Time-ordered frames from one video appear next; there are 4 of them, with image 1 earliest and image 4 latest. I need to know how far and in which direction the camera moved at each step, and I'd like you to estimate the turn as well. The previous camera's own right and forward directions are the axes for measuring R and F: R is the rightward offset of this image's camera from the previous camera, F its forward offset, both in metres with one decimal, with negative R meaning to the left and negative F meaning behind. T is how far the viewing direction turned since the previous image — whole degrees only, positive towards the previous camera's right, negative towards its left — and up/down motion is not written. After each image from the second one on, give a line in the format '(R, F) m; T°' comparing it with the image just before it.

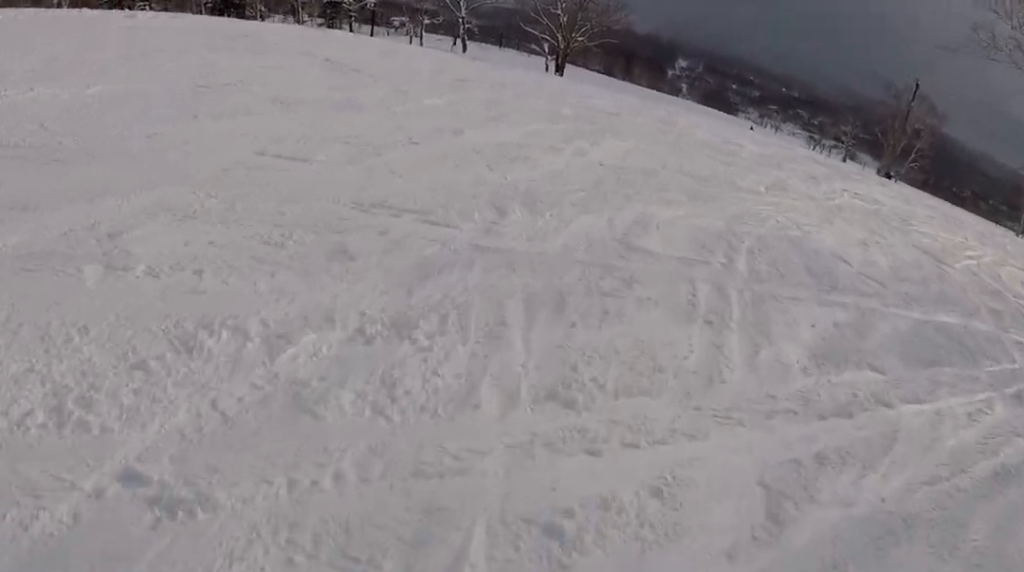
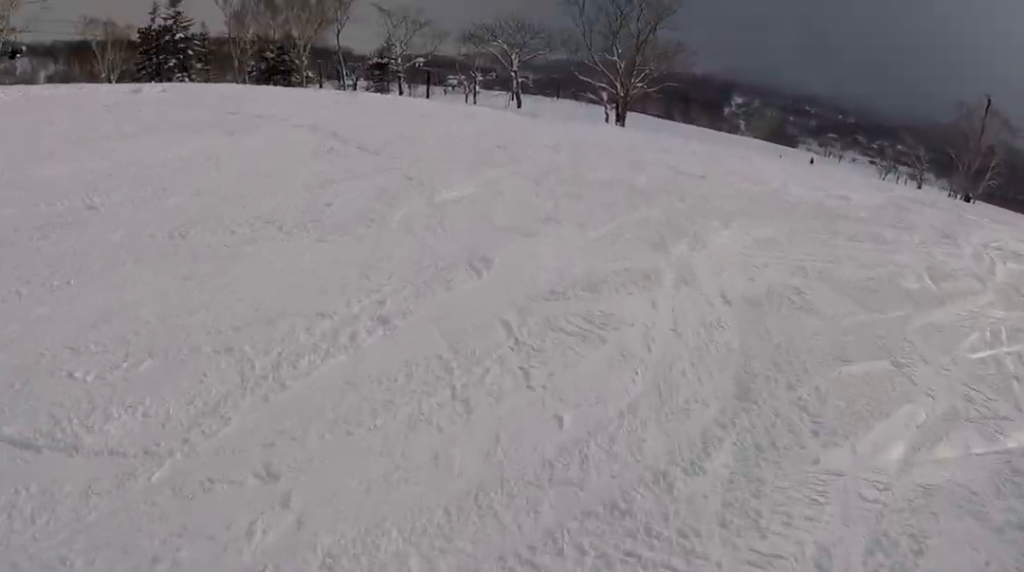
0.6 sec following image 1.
(-0.2, +4.4) m; +7°
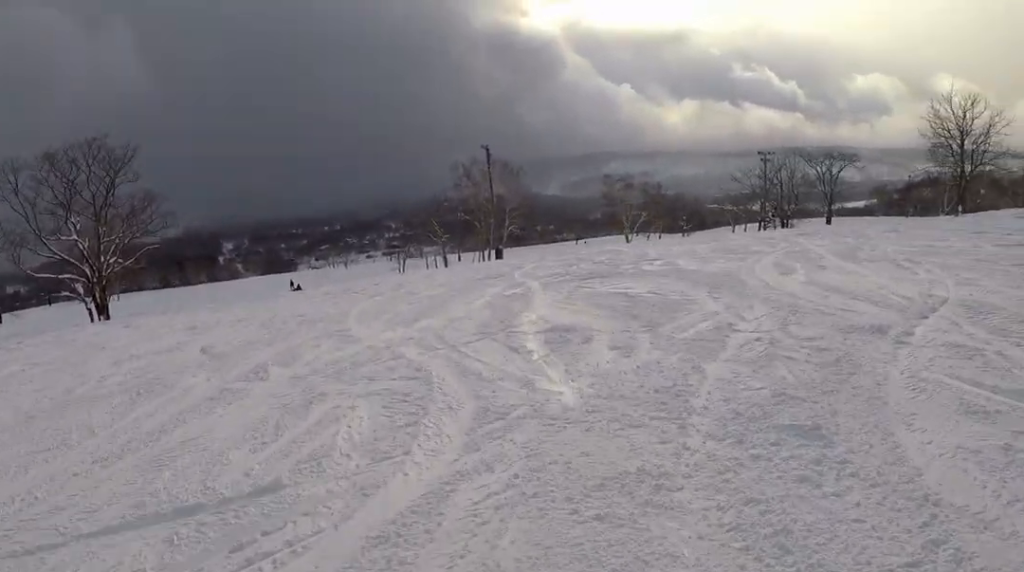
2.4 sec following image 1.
(+3.2, +11.8) m; +20°
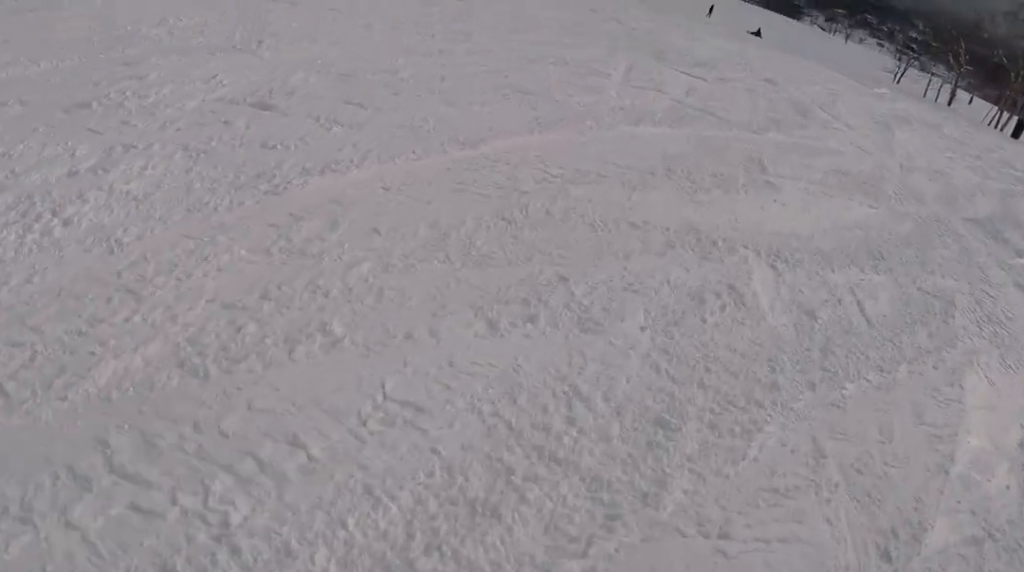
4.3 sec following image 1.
(-1.8, +12.9) m; -8°
